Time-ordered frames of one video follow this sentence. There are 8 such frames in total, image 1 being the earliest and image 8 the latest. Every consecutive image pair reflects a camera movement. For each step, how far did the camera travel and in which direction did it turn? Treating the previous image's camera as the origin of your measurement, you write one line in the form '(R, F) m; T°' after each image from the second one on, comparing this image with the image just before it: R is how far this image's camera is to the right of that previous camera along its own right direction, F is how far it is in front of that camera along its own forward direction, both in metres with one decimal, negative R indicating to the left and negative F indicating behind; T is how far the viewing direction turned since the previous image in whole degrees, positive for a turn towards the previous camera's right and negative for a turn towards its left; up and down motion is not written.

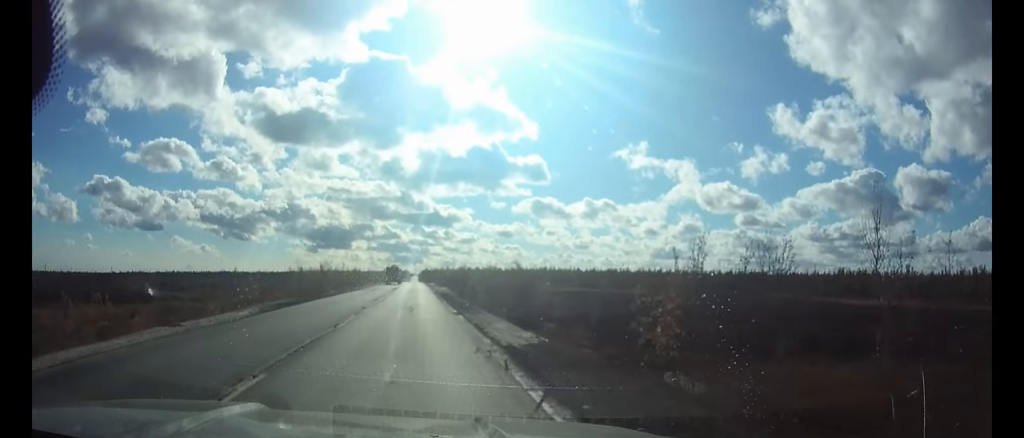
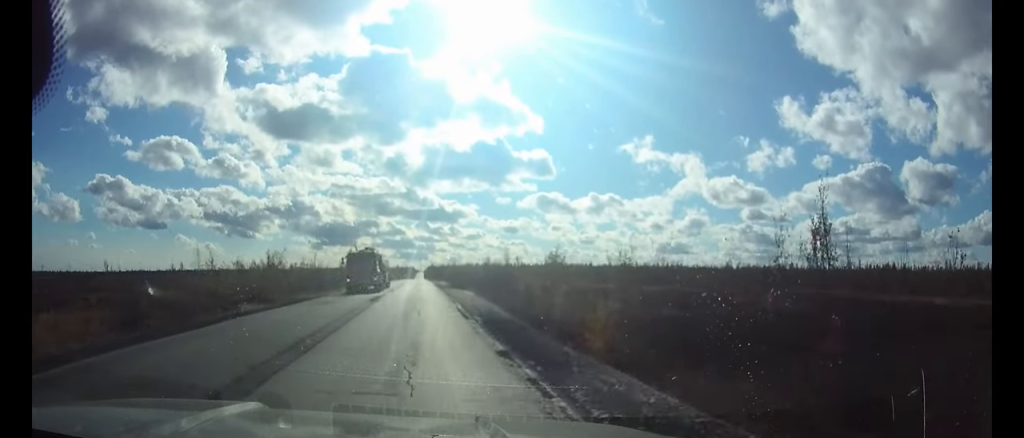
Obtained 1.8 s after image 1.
(+0.1, +31.0) m; 0°
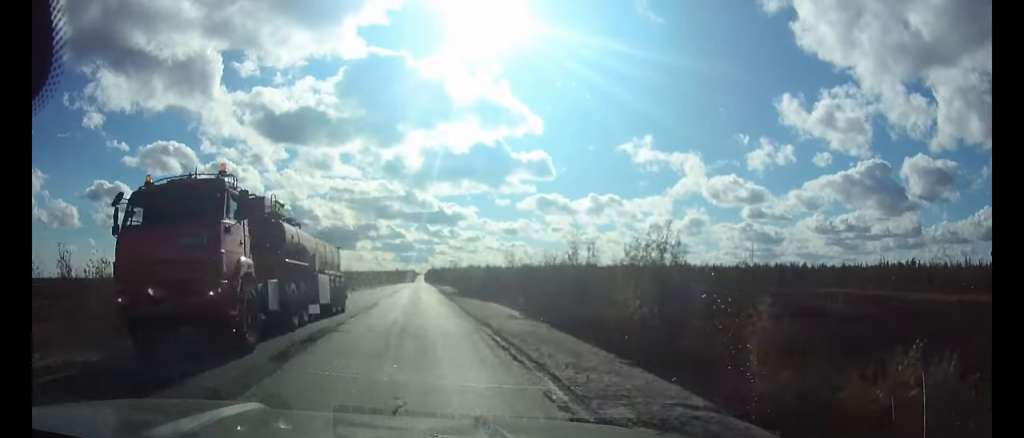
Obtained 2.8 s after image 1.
(0.0, +17.1) m; 0°
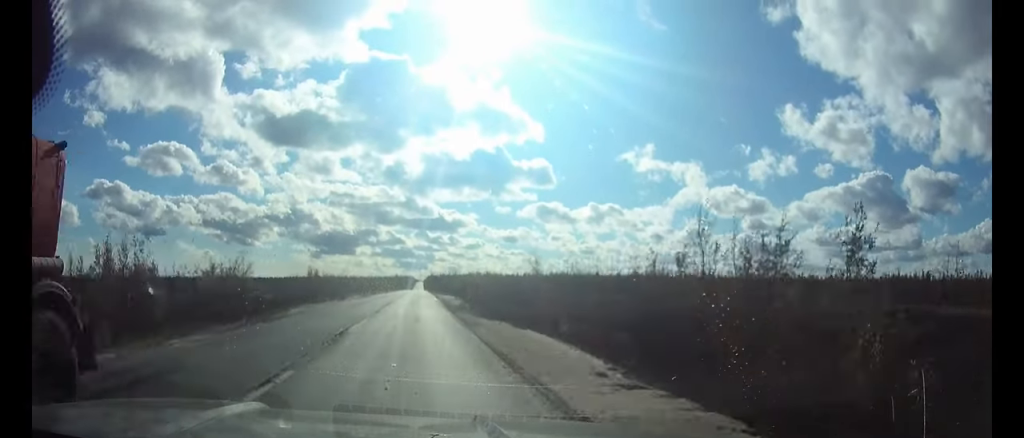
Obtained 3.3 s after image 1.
(0.0, +10.0) m; 0°
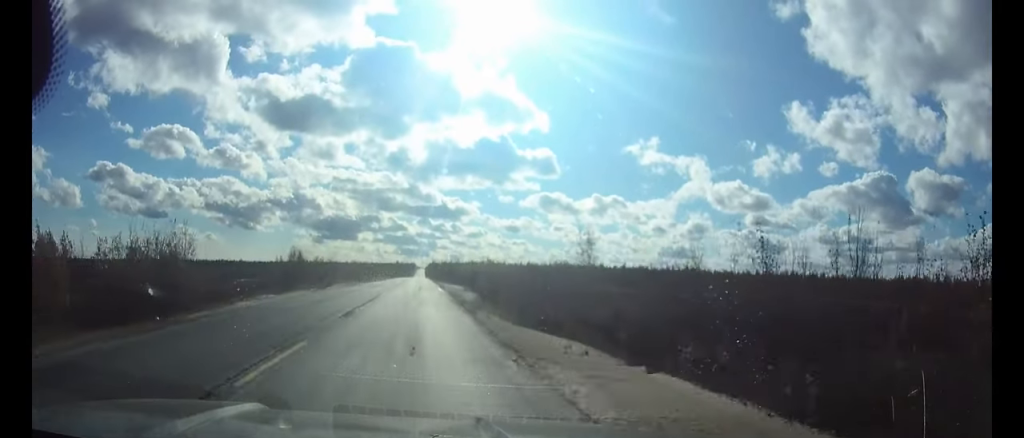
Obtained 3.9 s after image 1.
(0.0, +9.9) m; 0°
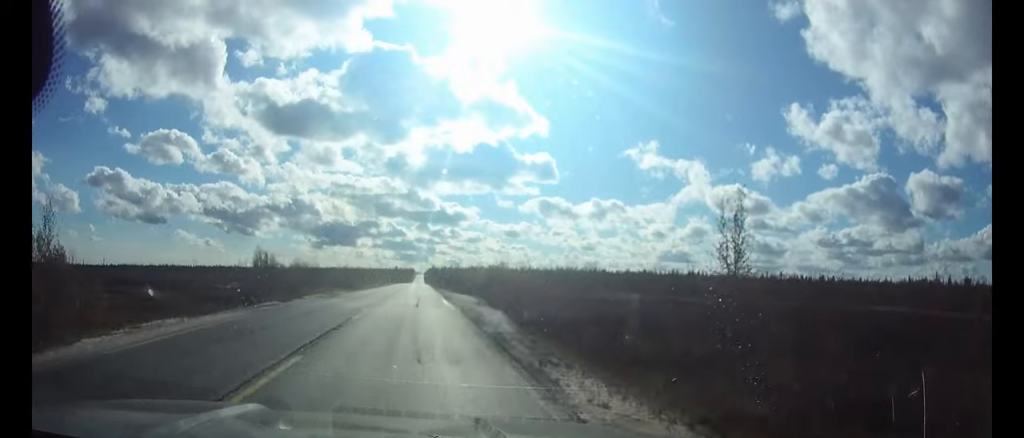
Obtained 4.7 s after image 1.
(0.0, +11.9) m; 0°
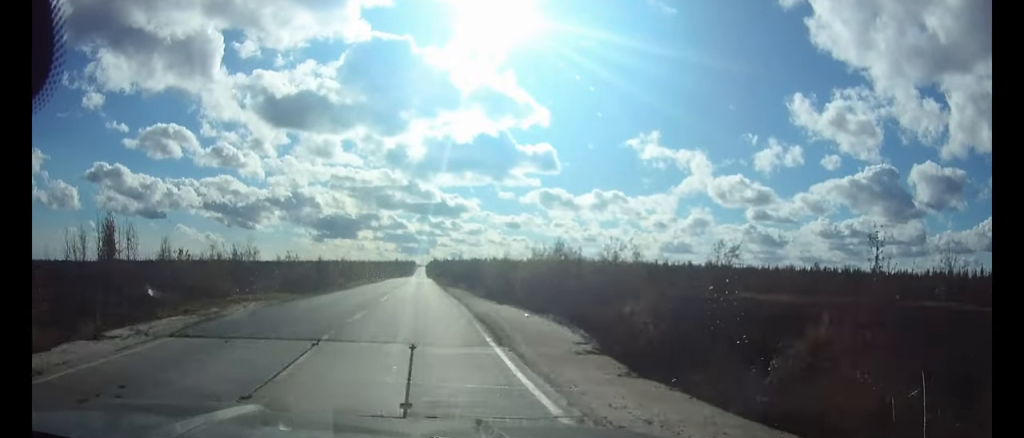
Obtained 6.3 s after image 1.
(0.0, +25.8) m; 0°
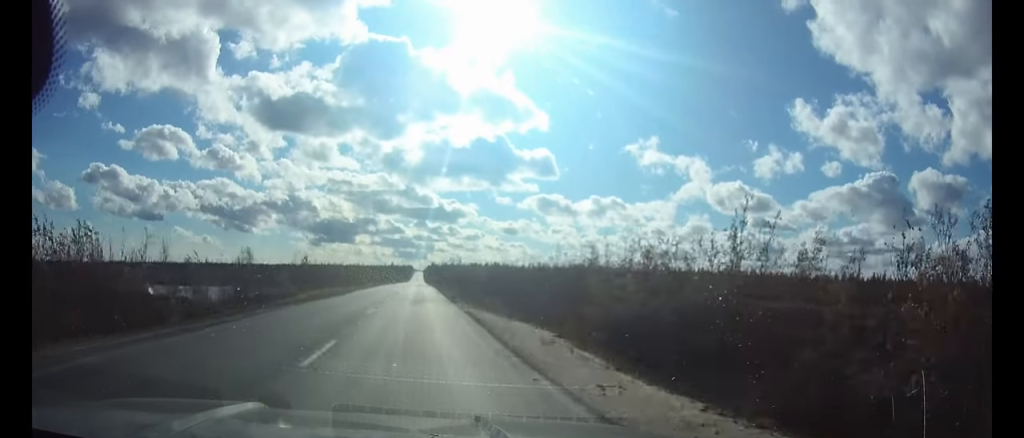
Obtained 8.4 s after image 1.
(0.0, +32.6) m; 0°
